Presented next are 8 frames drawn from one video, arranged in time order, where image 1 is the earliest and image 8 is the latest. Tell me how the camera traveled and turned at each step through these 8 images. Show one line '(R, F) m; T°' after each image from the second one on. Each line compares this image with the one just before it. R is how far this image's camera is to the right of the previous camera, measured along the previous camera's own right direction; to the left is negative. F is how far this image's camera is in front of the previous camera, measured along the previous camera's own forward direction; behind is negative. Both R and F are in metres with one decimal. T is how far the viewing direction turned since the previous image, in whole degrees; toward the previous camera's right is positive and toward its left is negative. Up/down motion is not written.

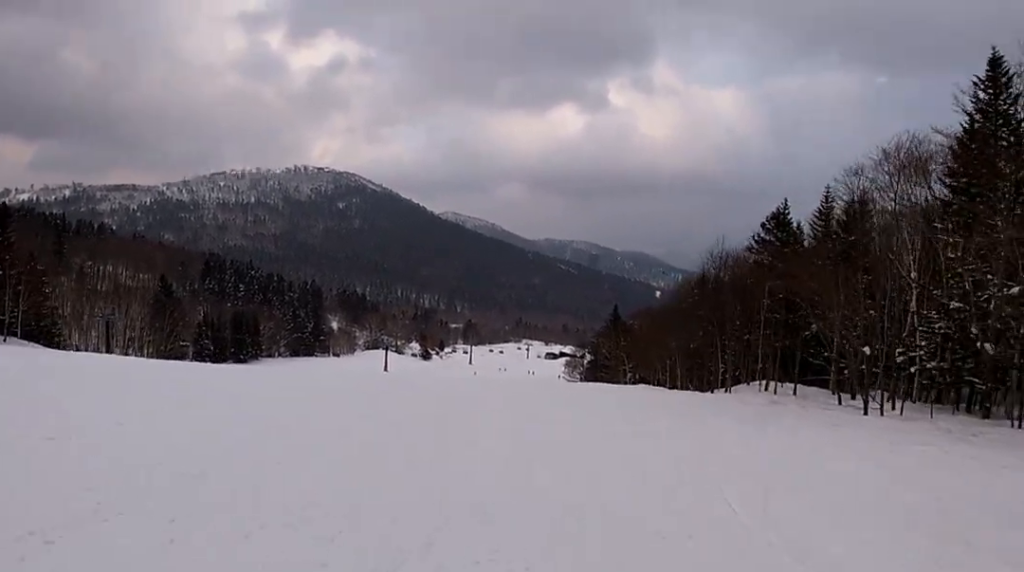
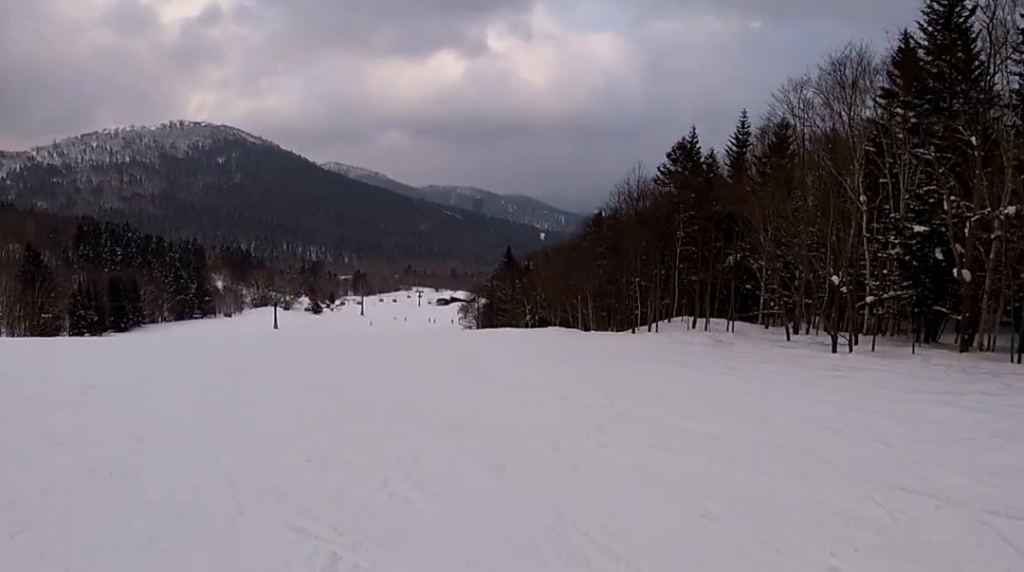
(-0.4, +5.1) m; +7°
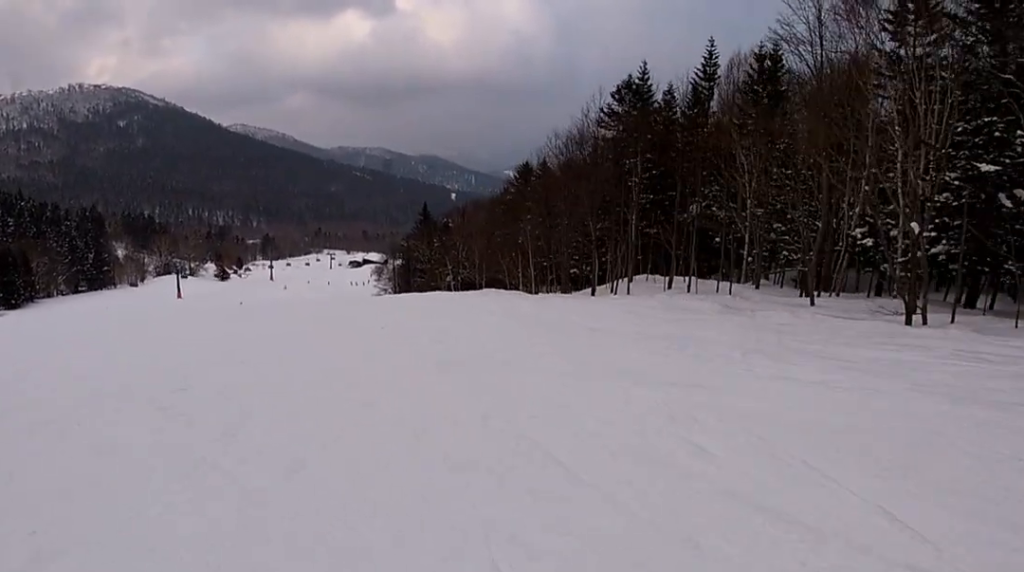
(+1.5, +7.5) m; +15°
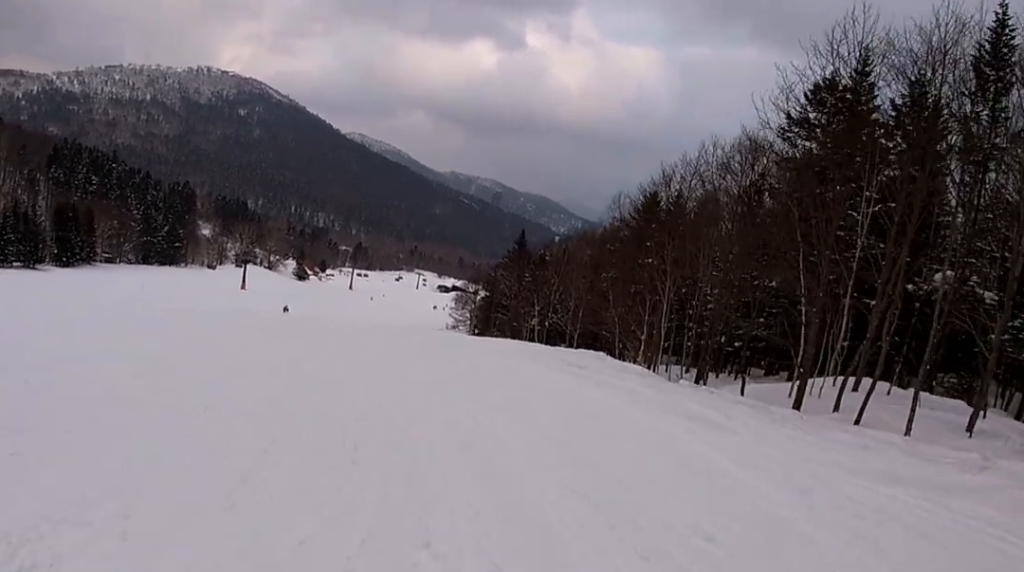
(-1.3, +16.2) m; -21°
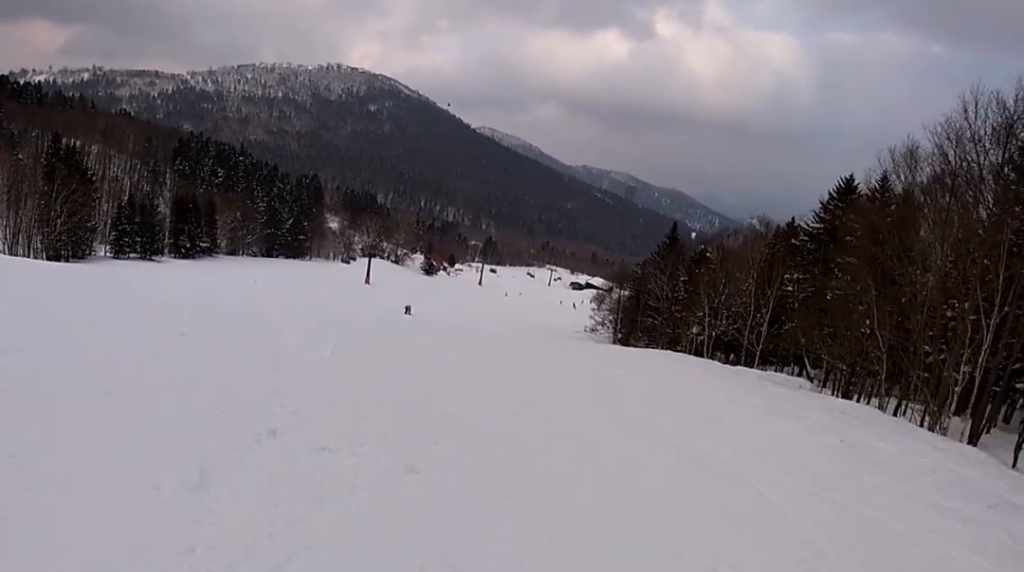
(-0.9, +10.2) m; -16°
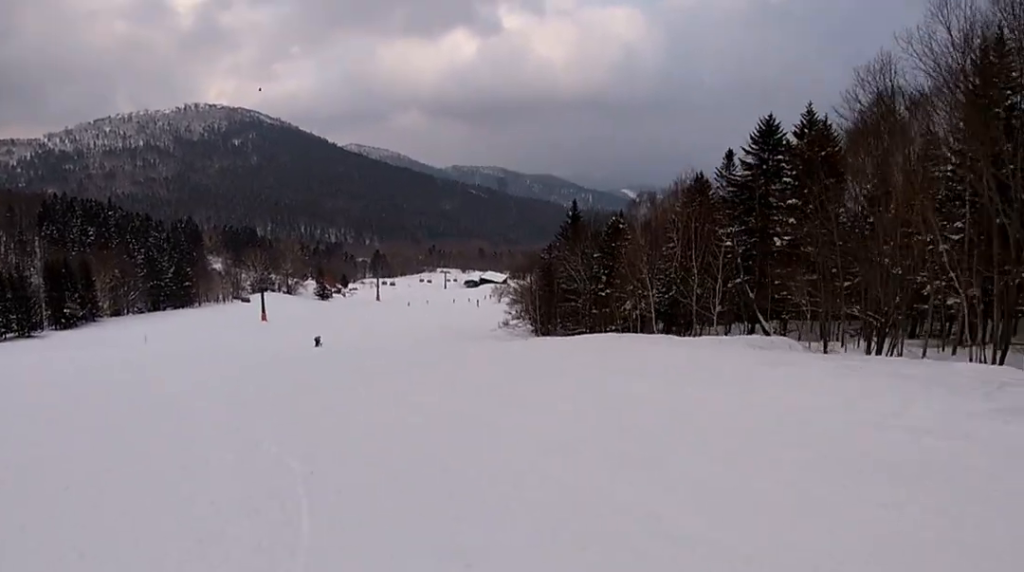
(-1.1, +6.9) m; 0°
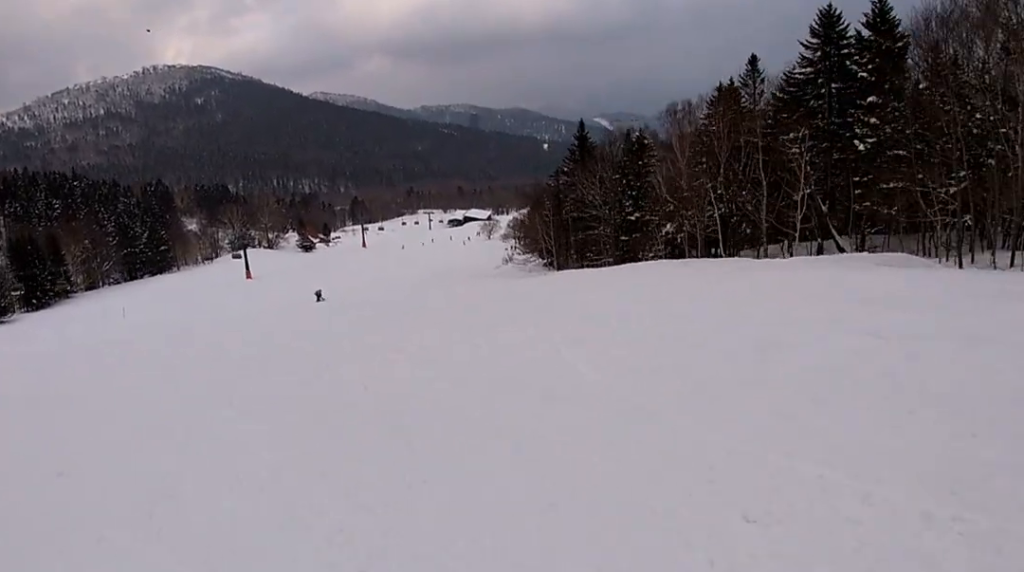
(+0.6, +8.5) m; +13°
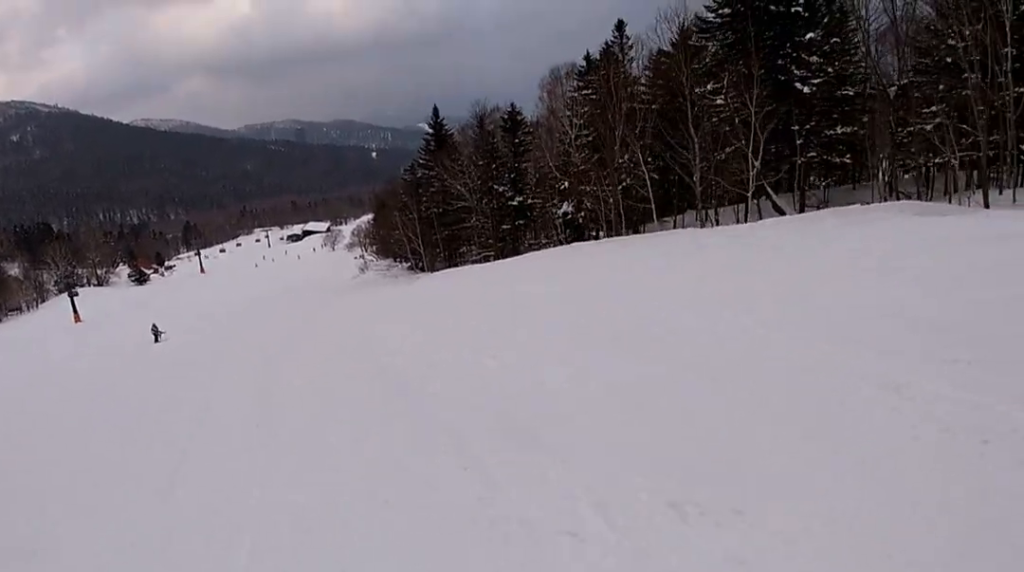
(+1.9, +10.2) m; +19°
